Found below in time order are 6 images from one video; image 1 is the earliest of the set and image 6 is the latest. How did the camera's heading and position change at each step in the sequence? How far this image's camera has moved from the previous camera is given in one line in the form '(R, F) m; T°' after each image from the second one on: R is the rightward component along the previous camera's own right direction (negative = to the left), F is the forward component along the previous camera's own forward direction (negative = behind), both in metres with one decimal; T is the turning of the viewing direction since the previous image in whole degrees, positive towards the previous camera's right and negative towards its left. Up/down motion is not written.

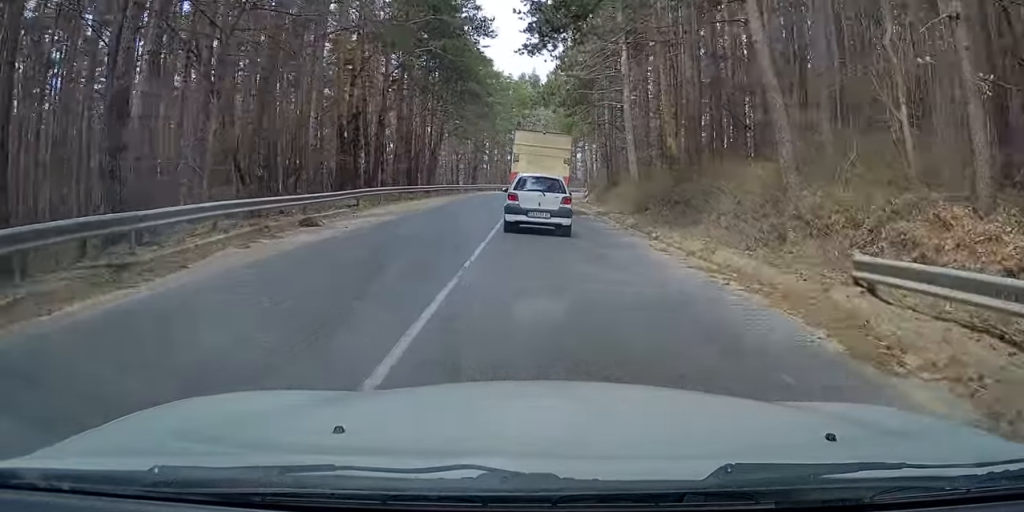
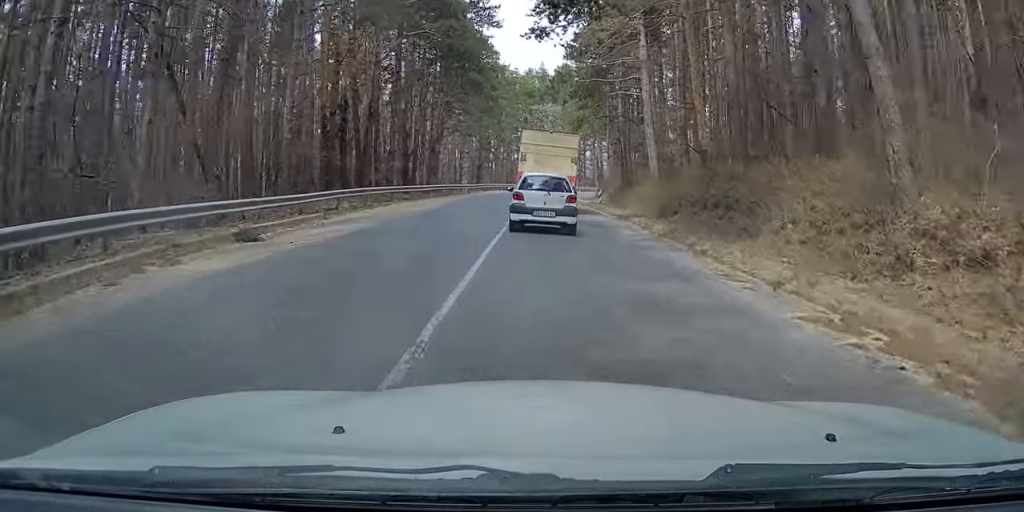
(-0.2, +5.1) m; -2°
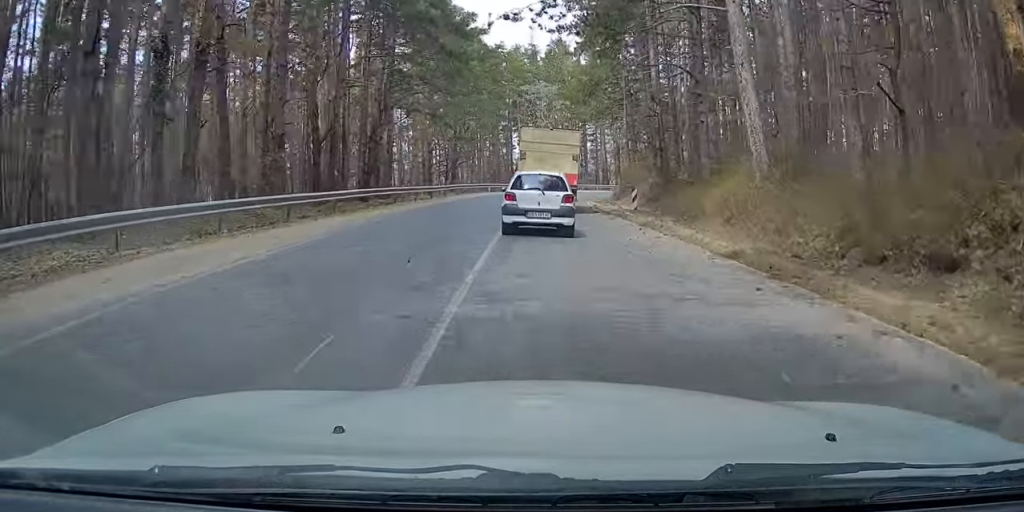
(-1.1, +20.7) m; -4°
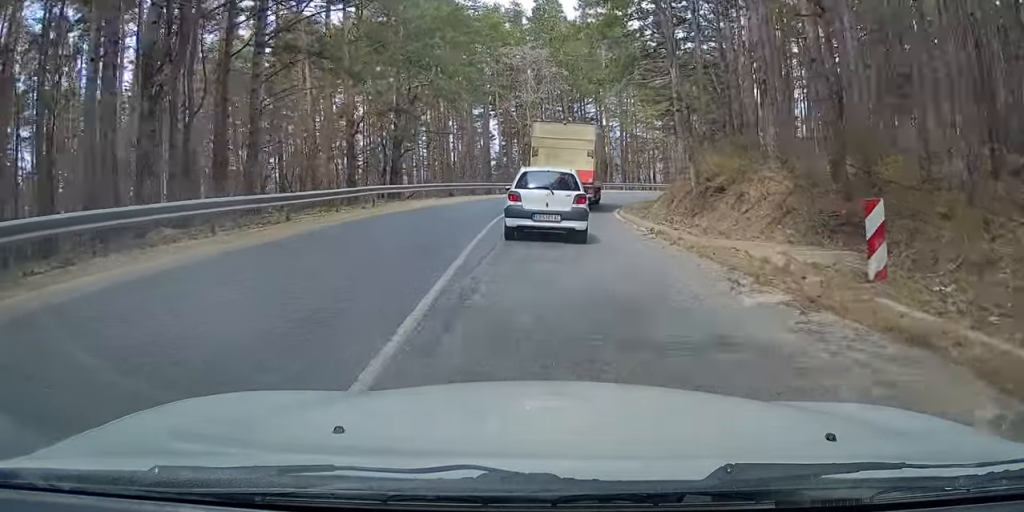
(-0.2, +23.0) m; +3°
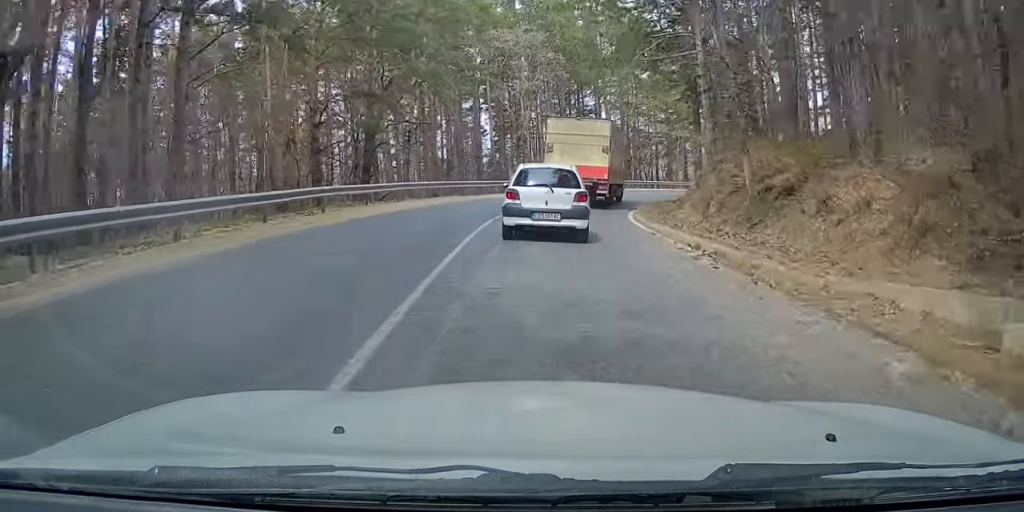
(+0.1, +5.4) m; +4°
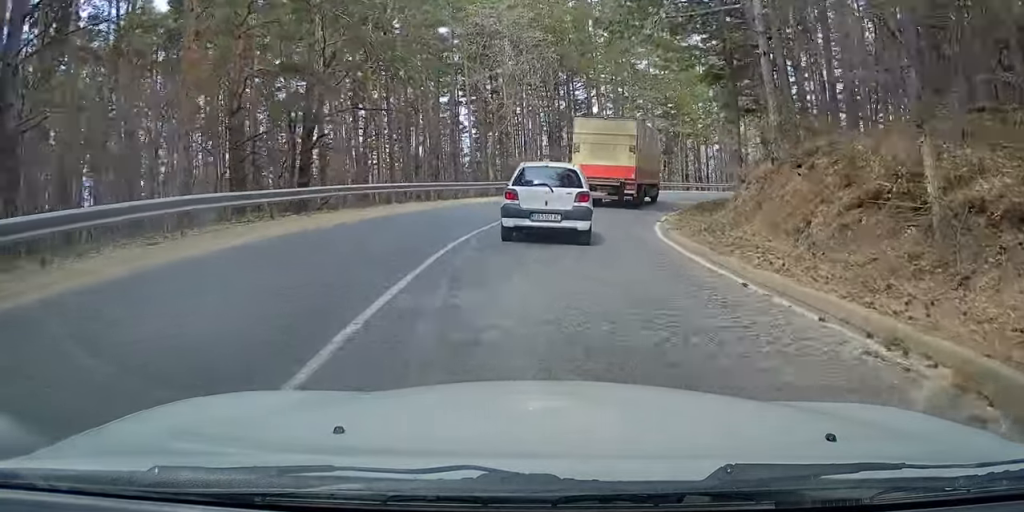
(+0.5, +7.4) m; -1°
